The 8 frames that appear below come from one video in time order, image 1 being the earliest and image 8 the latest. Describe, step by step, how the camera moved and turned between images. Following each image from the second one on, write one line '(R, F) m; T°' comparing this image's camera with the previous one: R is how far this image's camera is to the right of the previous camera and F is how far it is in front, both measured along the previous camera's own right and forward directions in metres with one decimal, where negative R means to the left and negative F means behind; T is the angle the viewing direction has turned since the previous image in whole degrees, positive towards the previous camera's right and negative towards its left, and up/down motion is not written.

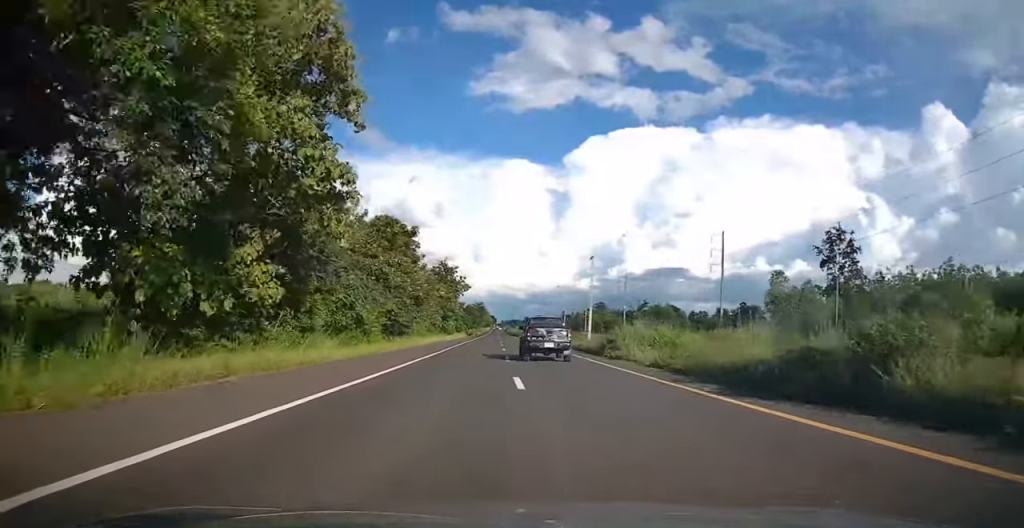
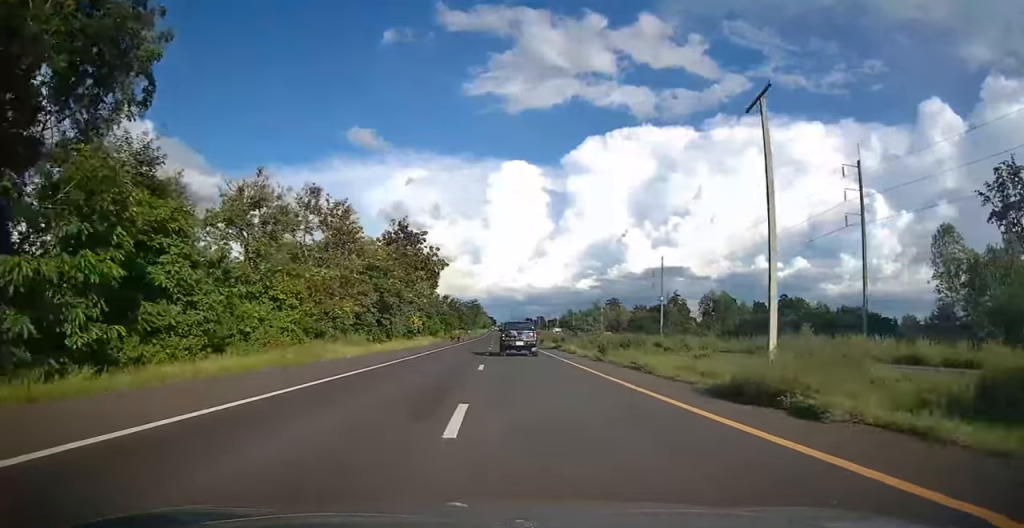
(+0.2, +41.2) m; +1°
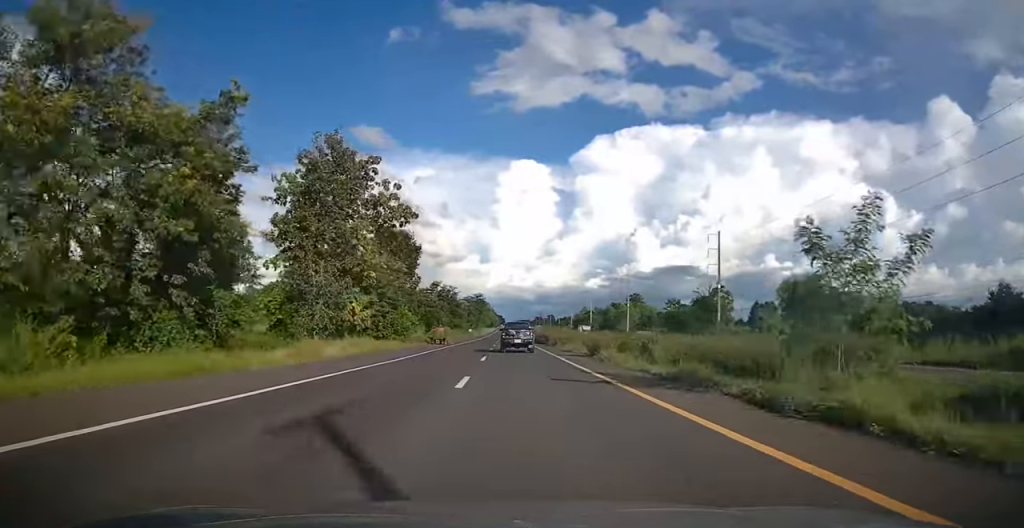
(0.0, +29.8) m; -1°
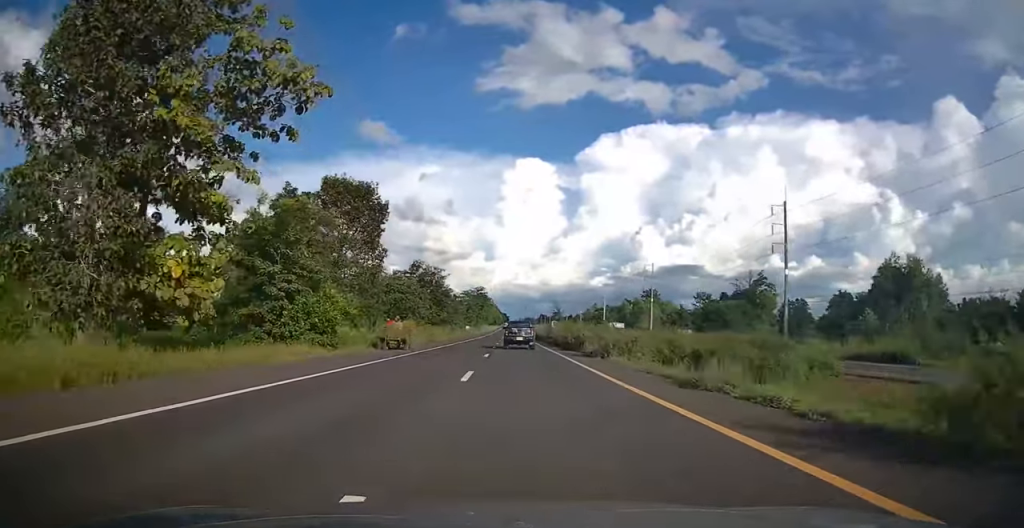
(-0.2, +22.6) m; 0°
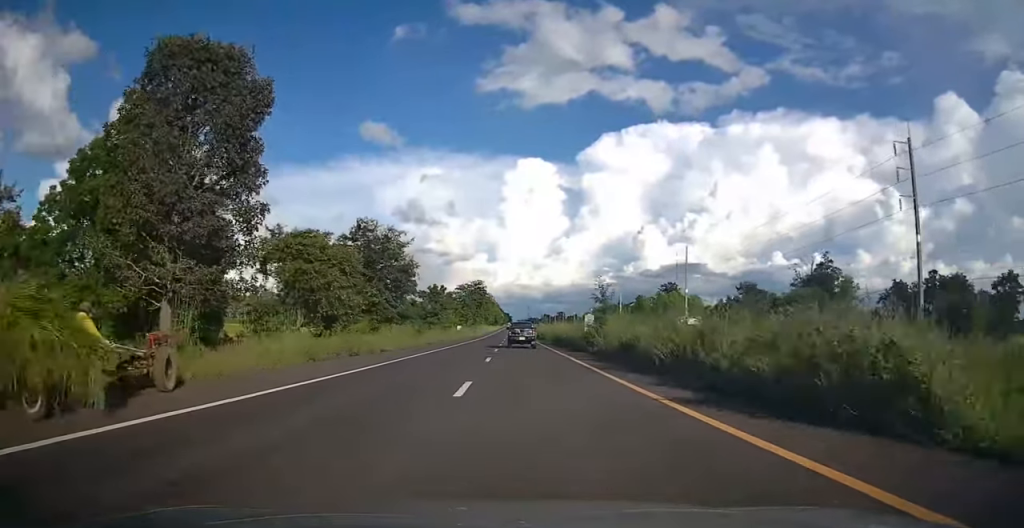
(+0.1, +26.8) m; 0°
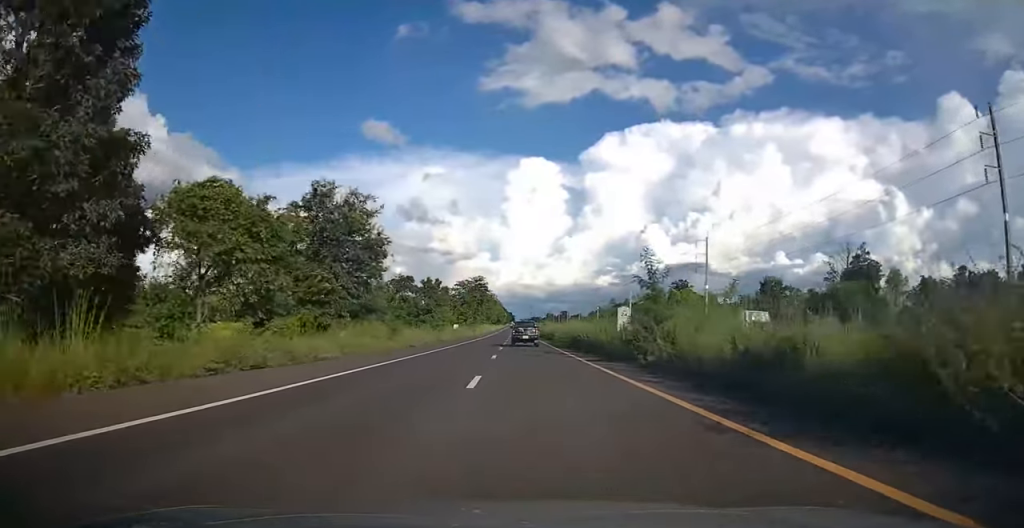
(-0.1, +10.7) m; 0°
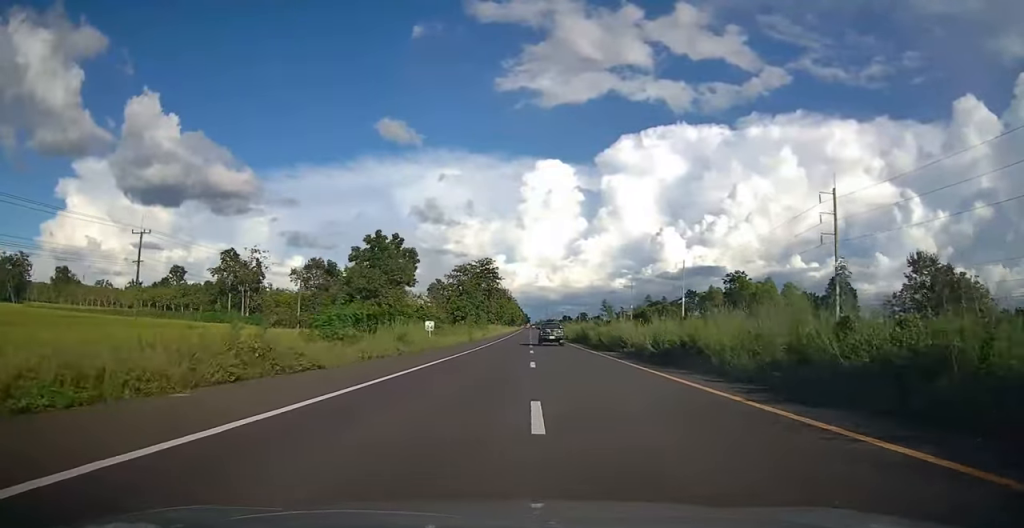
(-0.5, +40.7) m; -1°
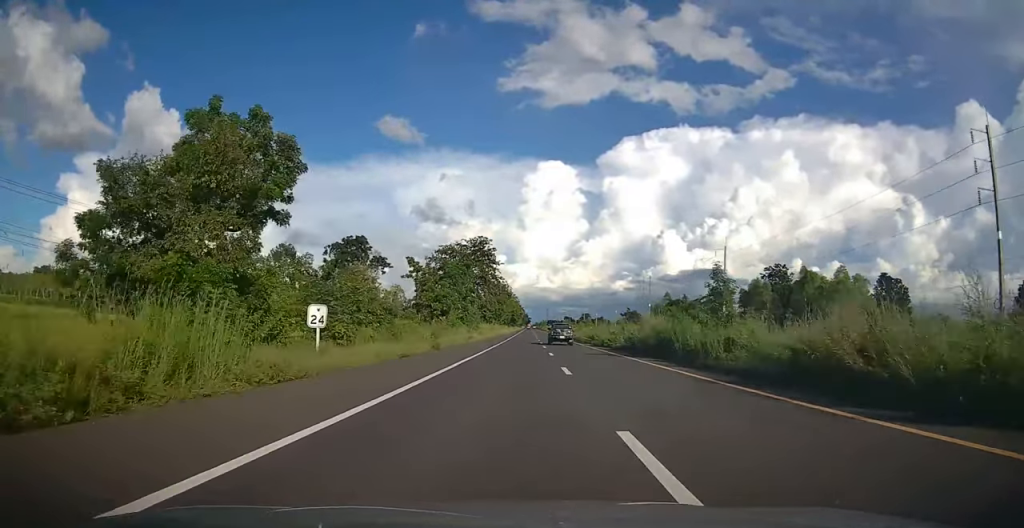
(-0.2, +26.8) m; 0°
